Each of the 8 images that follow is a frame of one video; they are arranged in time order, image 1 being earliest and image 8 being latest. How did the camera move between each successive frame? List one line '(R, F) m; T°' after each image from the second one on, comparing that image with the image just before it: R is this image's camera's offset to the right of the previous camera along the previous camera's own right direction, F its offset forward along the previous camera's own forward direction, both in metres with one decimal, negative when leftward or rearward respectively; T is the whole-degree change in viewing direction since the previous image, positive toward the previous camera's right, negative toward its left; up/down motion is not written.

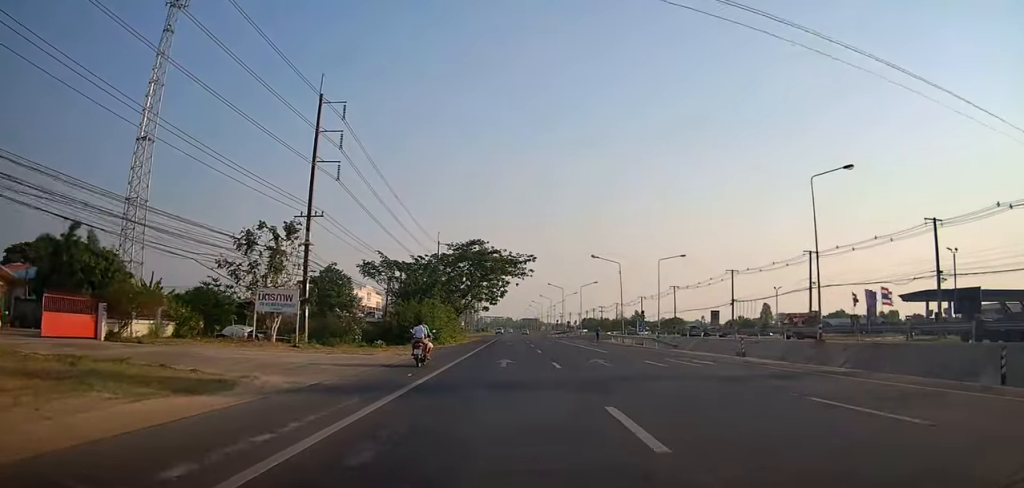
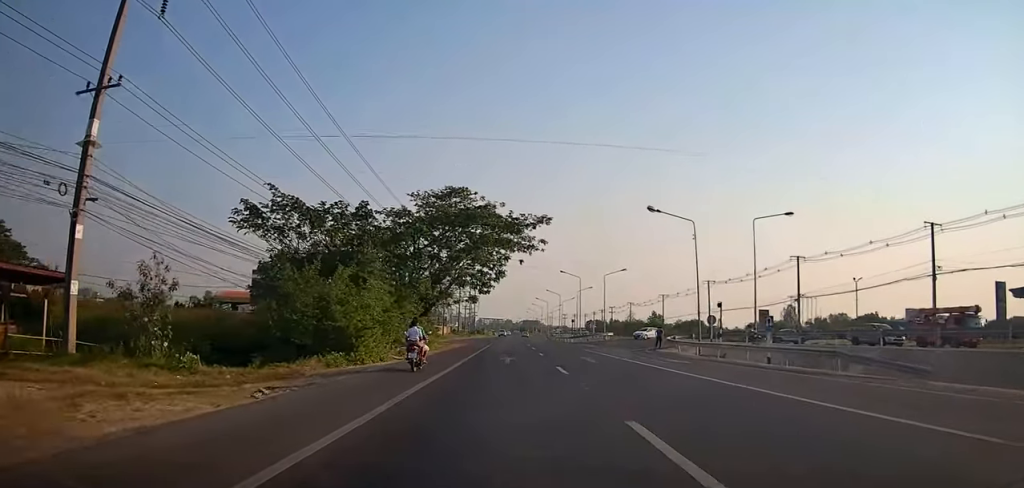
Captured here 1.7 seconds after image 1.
(0.0, +25.7) m; -2°
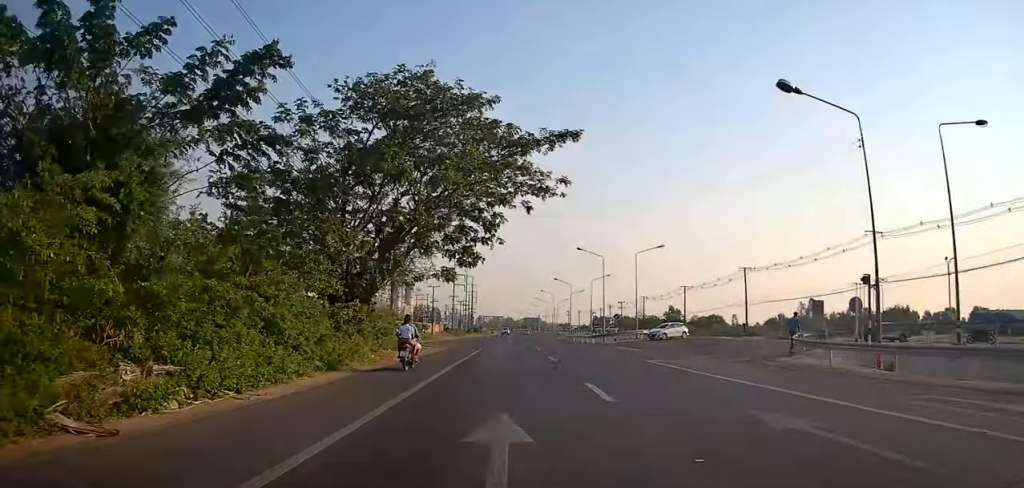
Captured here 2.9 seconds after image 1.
(-0.3, +19.1) m; 0°
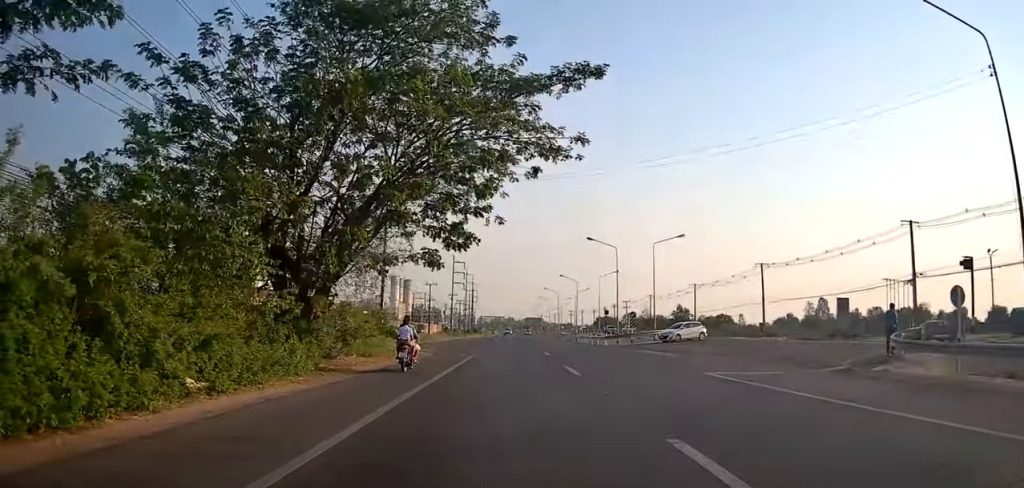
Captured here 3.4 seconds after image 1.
(+0.4, +6.6) m; 0°
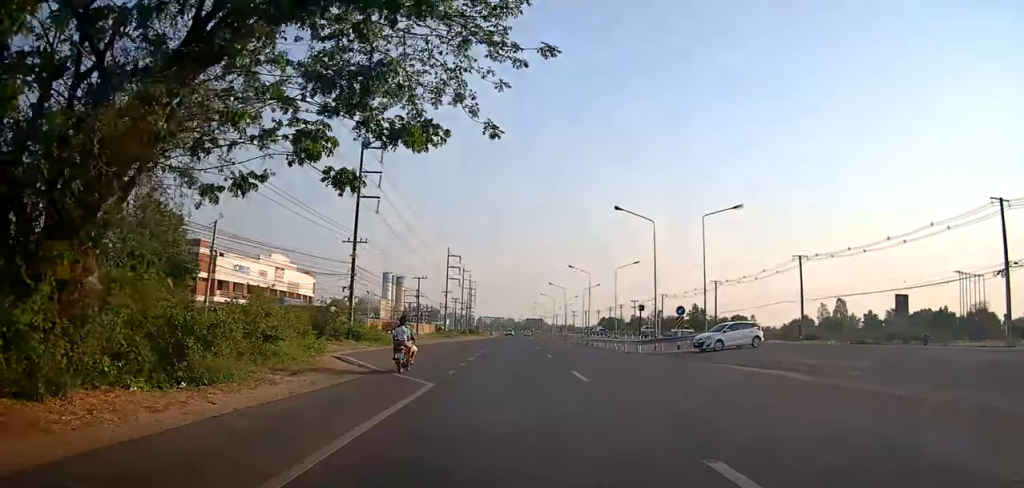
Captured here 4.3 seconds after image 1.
(-0.4, +13.4) m; 0°
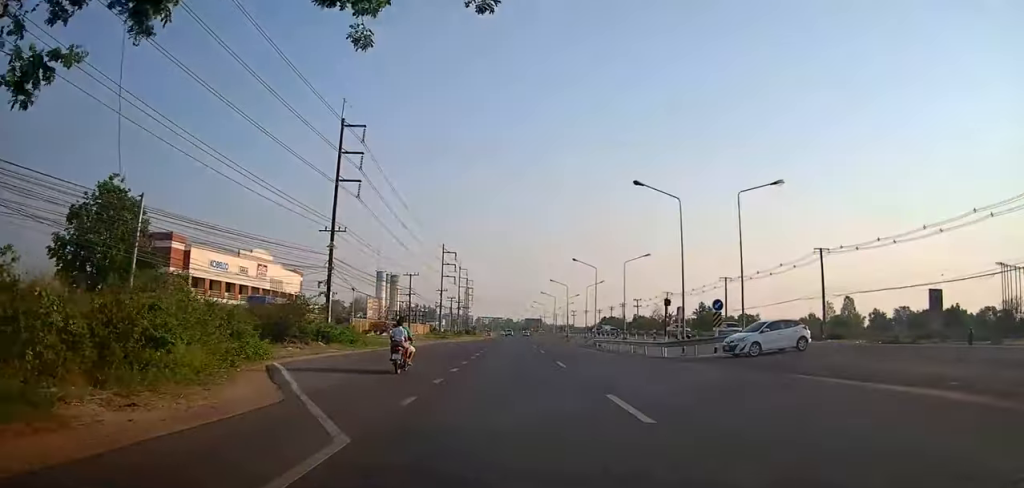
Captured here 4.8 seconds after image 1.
(0.0, +6.6) m; 0°
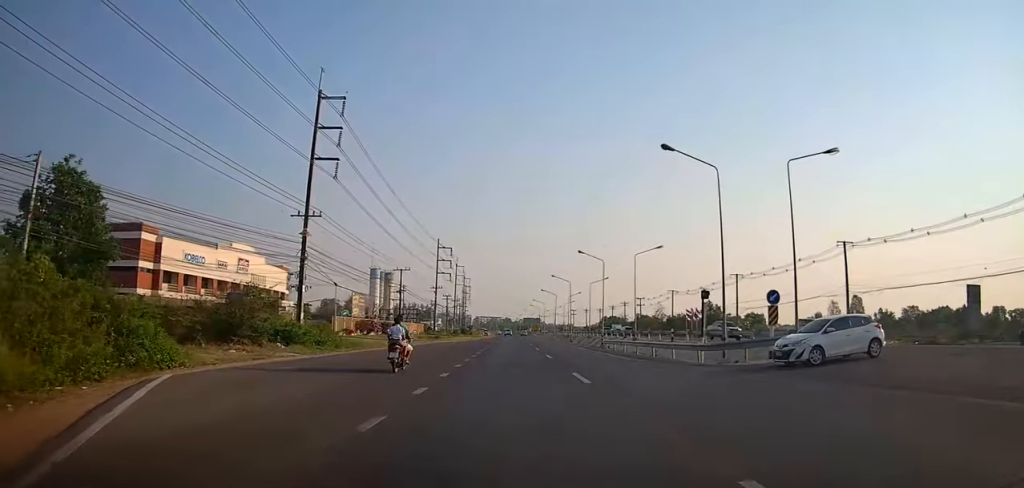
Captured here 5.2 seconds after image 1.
(+0.3, +6.3) m; 0°
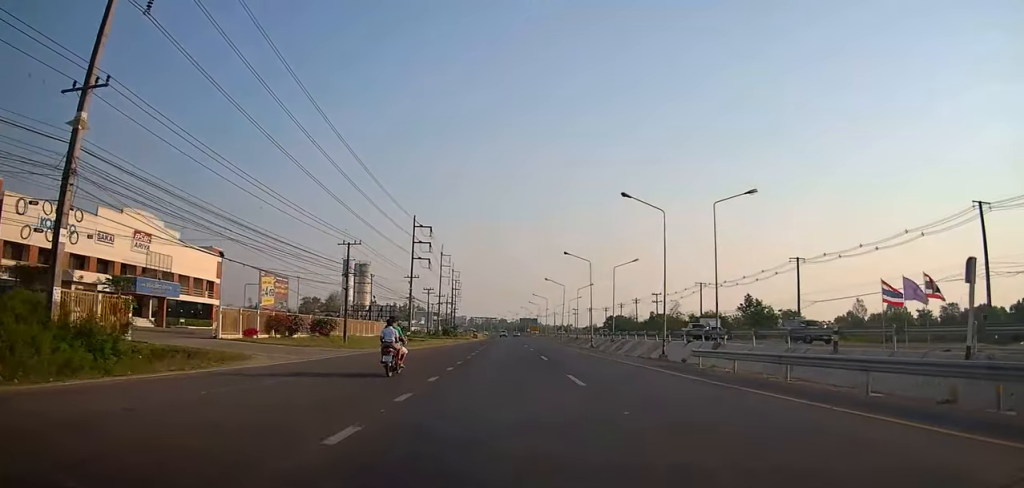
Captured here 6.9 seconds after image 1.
(-0.3, +24.8) m; +1°
